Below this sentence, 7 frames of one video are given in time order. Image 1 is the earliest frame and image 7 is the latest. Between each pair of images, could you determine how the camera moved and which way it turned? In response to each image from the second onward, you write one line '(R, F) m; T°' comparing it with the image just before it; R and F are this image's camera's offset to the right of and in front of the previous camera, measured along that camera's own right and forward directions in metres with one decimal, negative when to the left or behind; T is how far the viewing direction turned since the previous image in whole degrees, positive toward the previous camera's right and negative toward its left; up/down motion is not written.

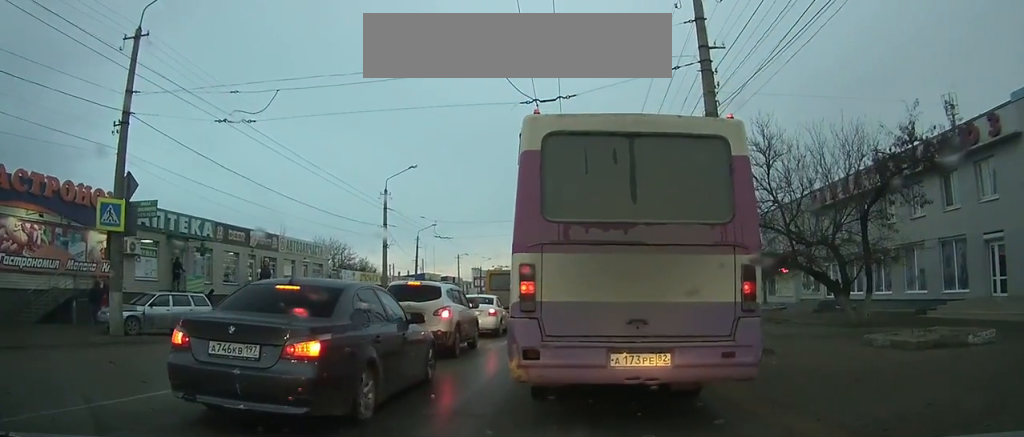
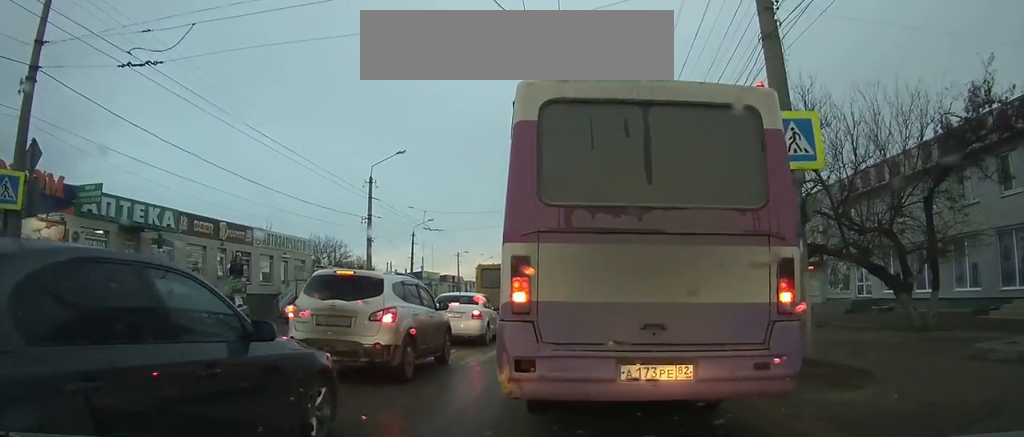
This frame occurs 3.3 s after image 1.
(-0.1, +2.0) m; -6°
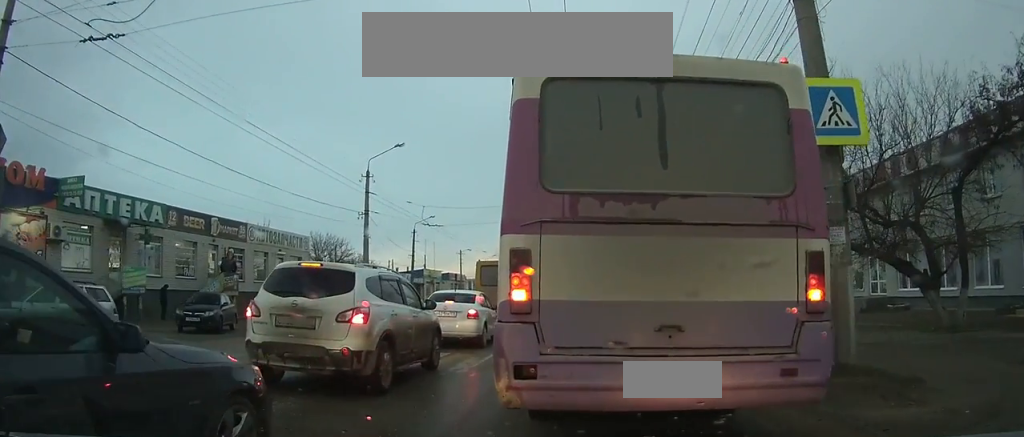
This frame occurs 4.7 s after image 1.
(0.0, +0.8) m; -4°
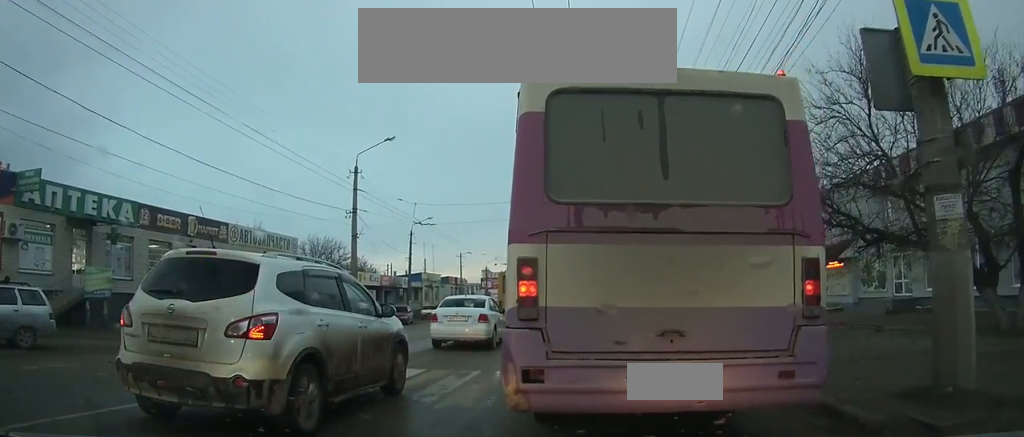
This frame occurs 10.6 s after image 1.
(-0.4, +3.8) m; 0°
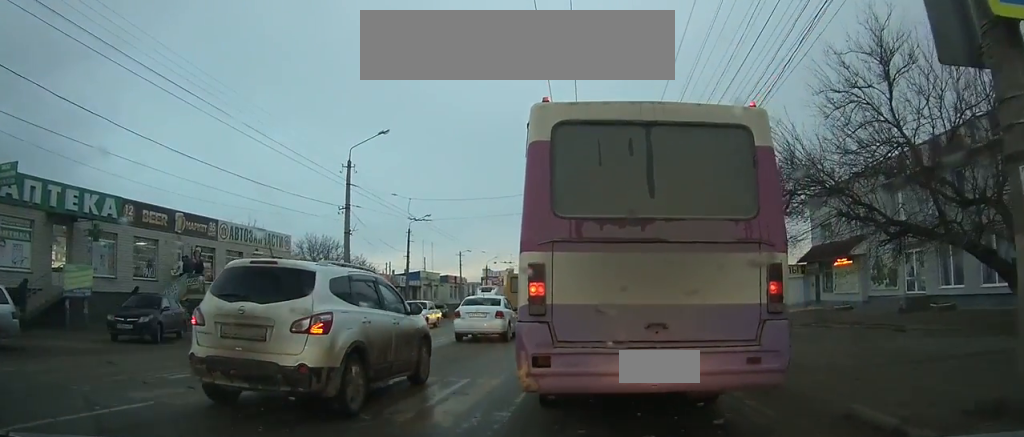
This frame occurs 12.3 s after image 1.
(0.0, +1.4) m; +7°
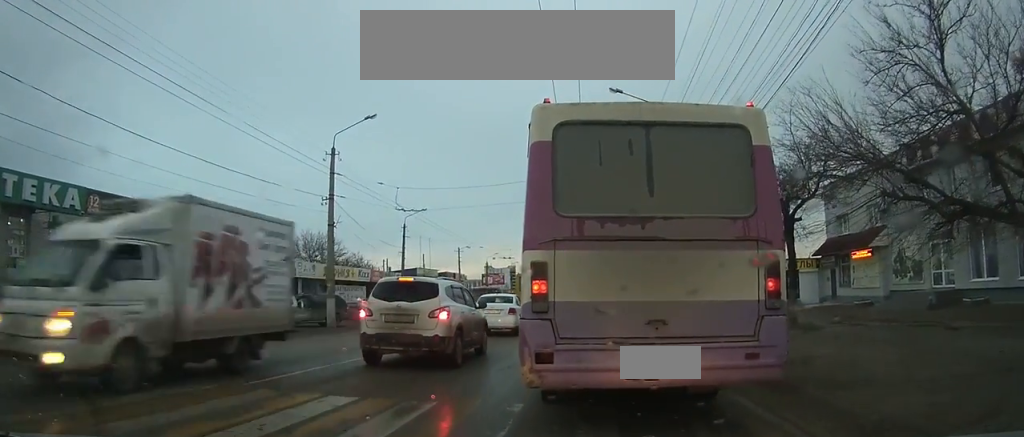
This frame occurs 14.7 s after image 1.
(+0.4, +2.4) m; +6°
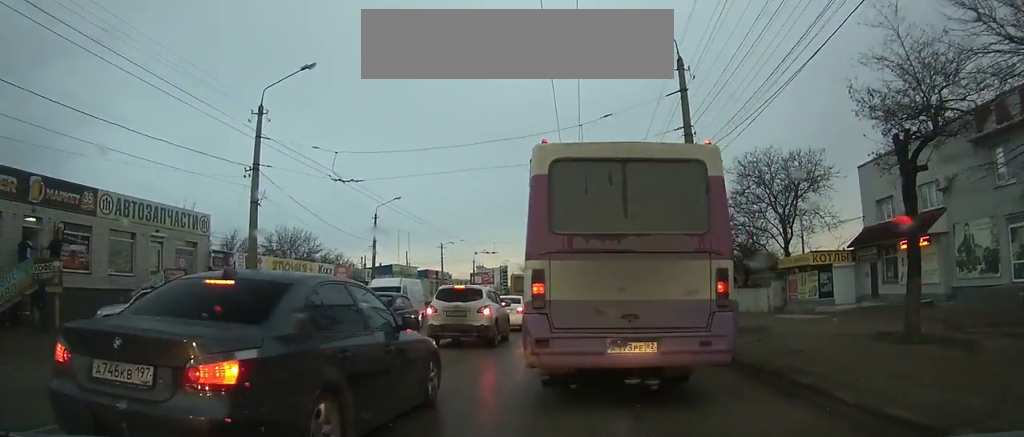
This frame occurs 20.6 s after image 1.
(+0.3, +9.5) m; +3°
